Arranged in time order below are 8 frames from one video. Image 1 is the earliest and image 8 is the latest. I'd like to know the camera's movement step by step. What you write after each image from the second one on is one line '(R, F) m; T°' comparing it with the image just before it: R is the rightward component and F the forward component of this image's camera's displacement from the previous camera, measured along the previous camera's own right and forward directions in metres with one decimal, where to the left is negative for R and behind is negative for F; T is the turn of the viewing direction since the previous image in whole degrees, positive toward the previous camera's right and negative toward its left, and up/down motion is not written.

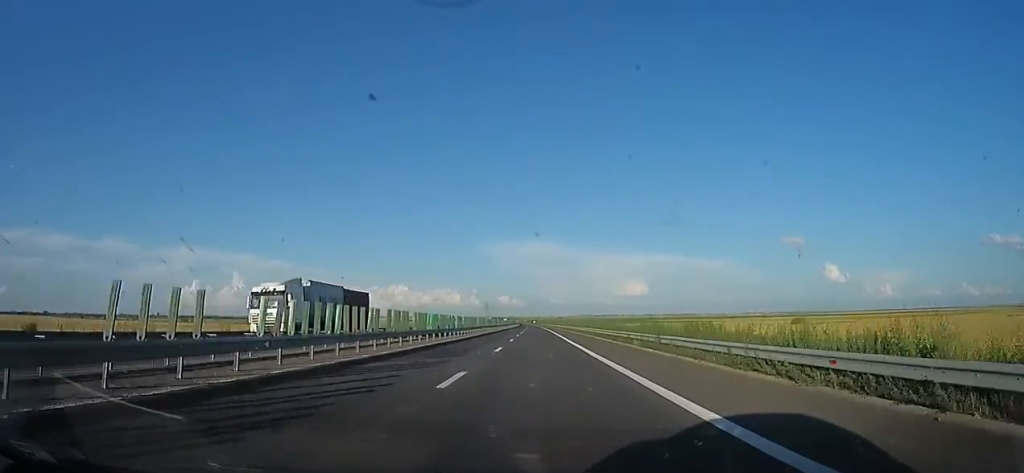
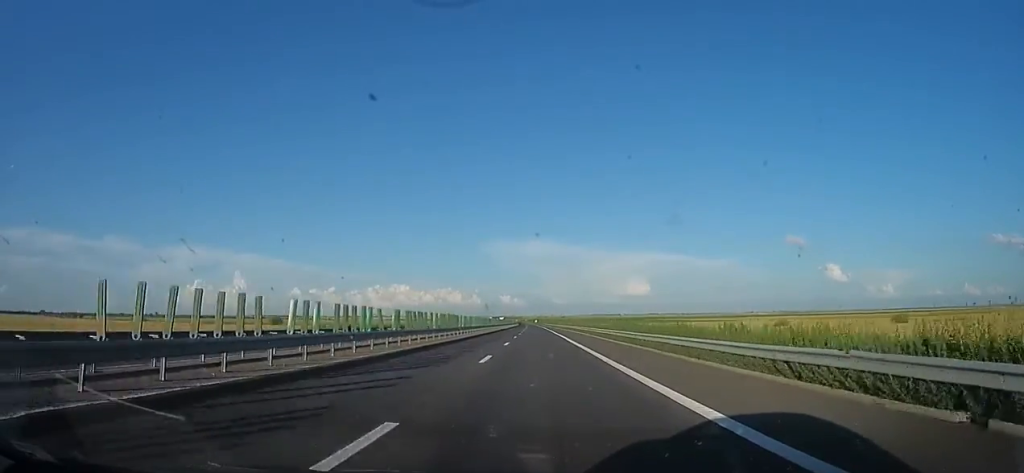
(+0.6, +42.2) m; 0°
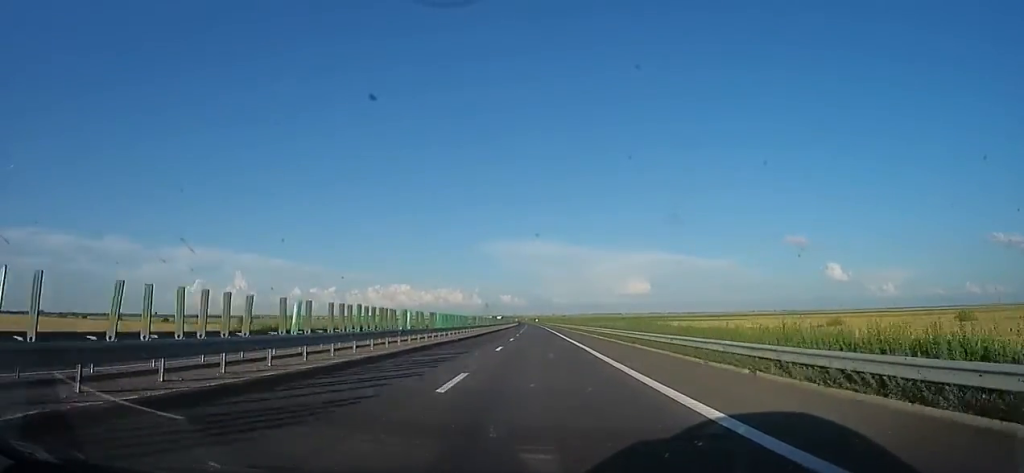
(+0.1, +17.9) m; -1°
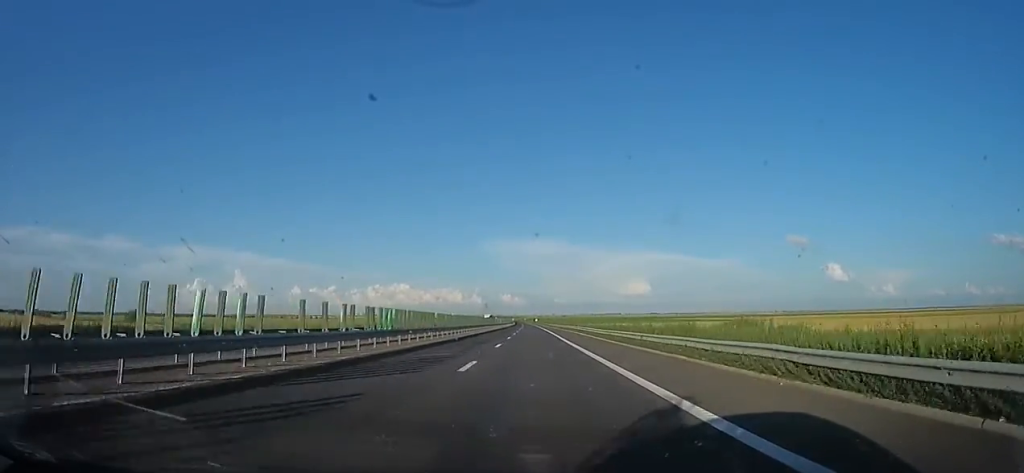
(-0.4, +44.7) m; +1°
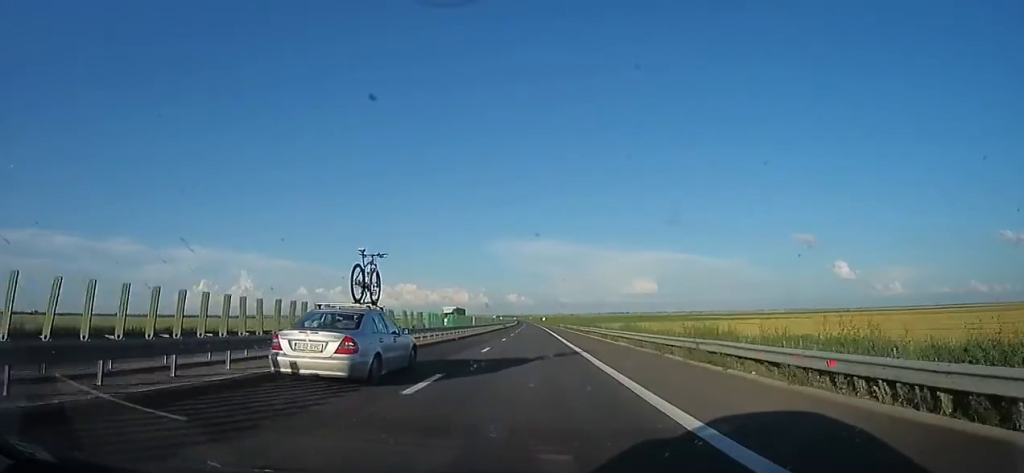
(+0.6, +64.8) m; -1°
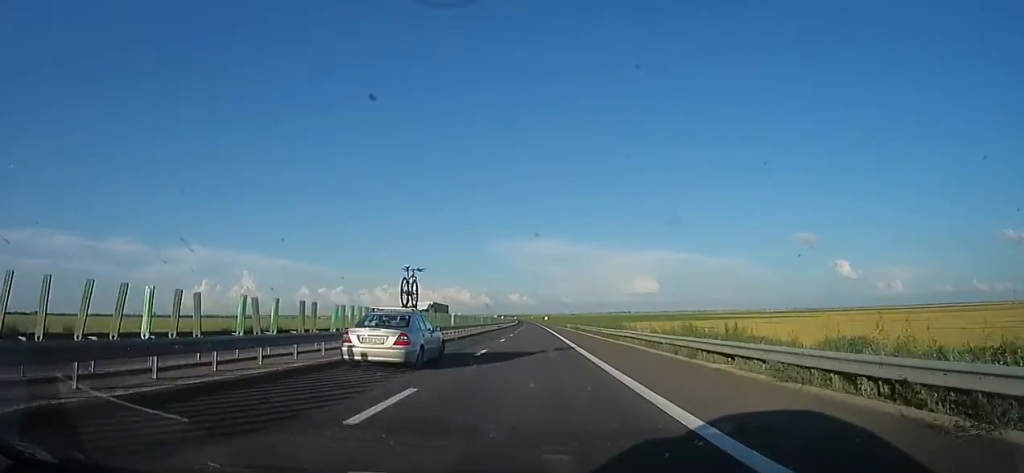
(-0.3, +14.6) m; -1°
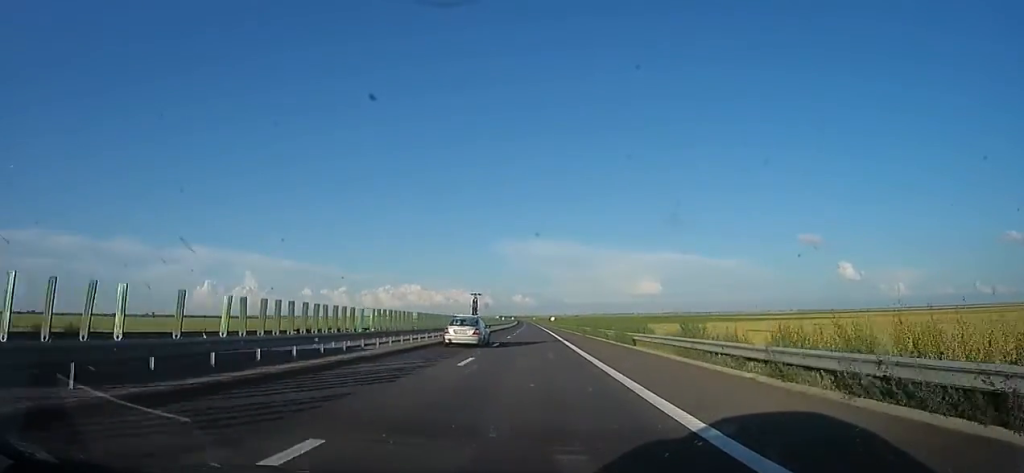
(-0.5, +51.8) m; 0°
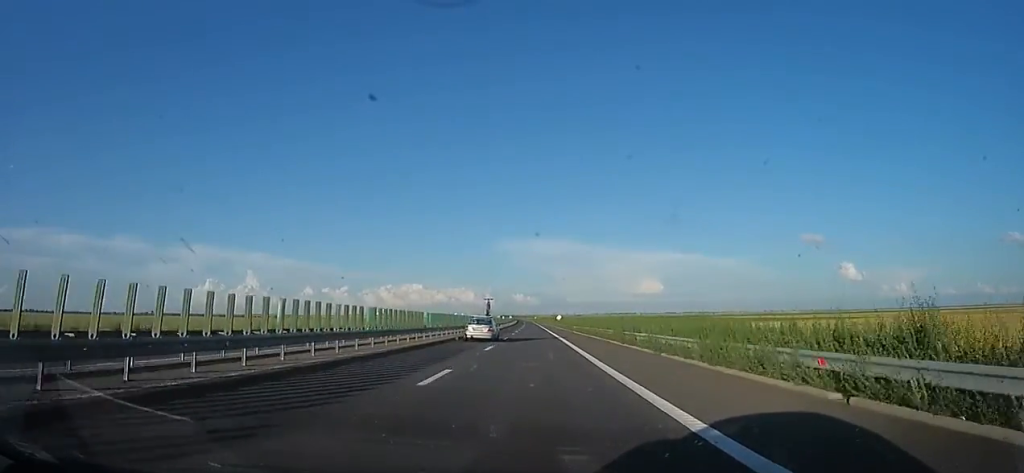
(0.0, +28.7) m; 0°
